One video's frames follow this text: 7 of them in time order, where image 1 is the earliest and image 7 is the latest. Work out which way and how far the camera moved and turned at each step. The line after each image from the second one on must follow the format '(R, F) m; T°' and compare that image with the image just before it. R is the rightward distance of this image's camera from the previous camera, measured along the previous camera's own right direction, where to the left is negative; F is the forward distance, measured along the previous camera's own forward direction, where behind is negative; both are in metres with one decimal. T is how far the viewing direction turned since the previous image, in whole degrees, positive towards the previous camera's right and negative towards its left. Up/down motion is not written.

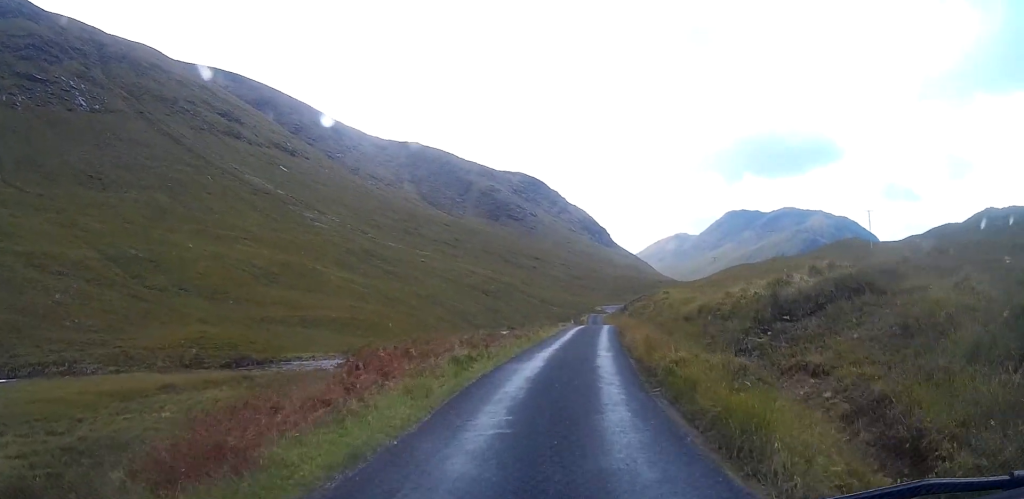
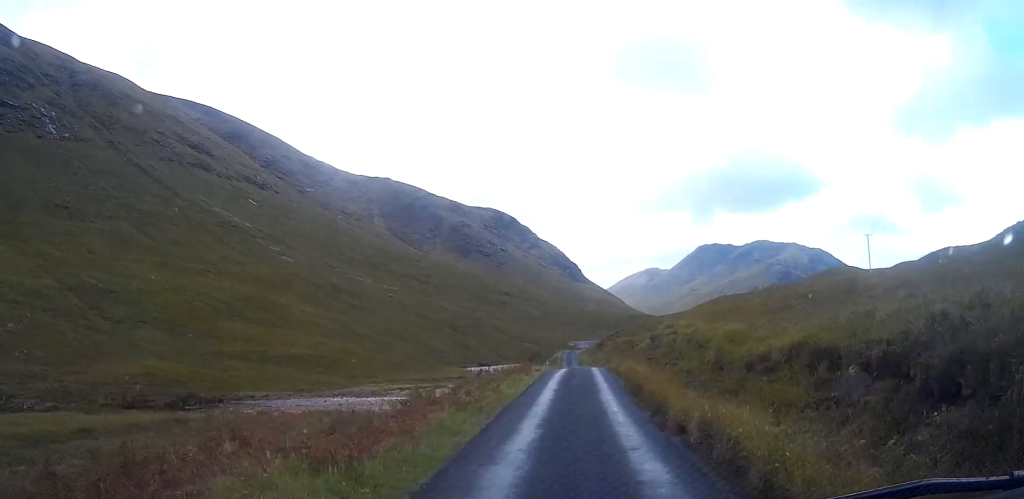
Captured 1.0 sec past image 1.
(+0.1, +10.9) m; +3°
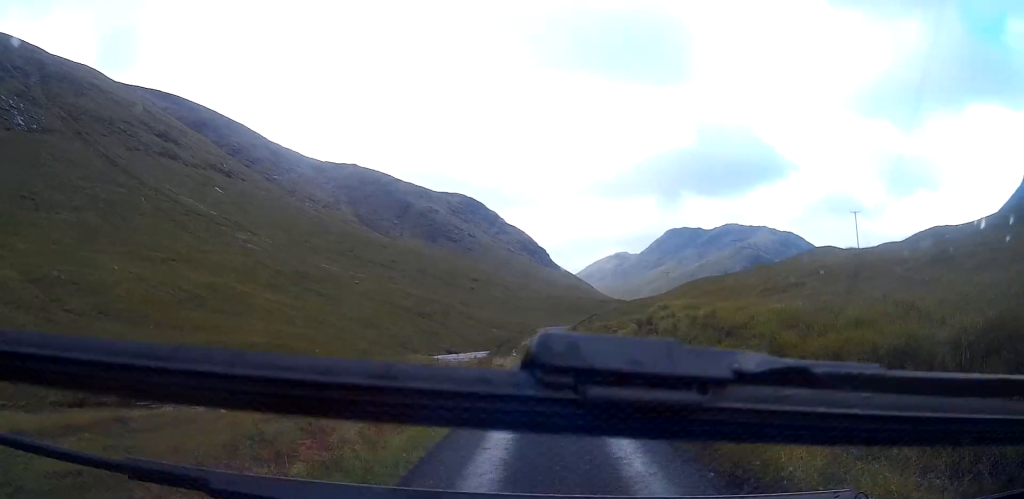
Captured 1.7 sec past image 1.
(+0.2, +6.9) m; +1°
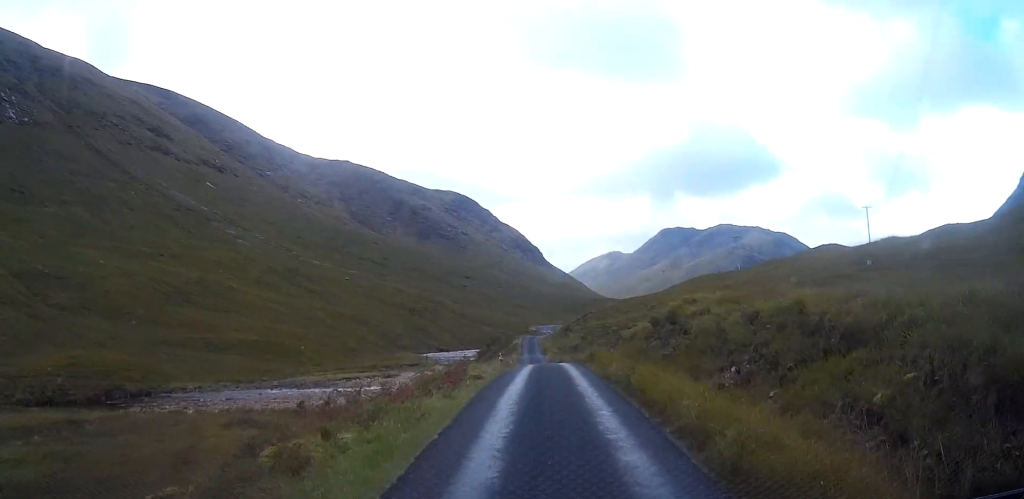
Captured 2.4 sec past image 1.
(0.0, +6.8) m; +1°
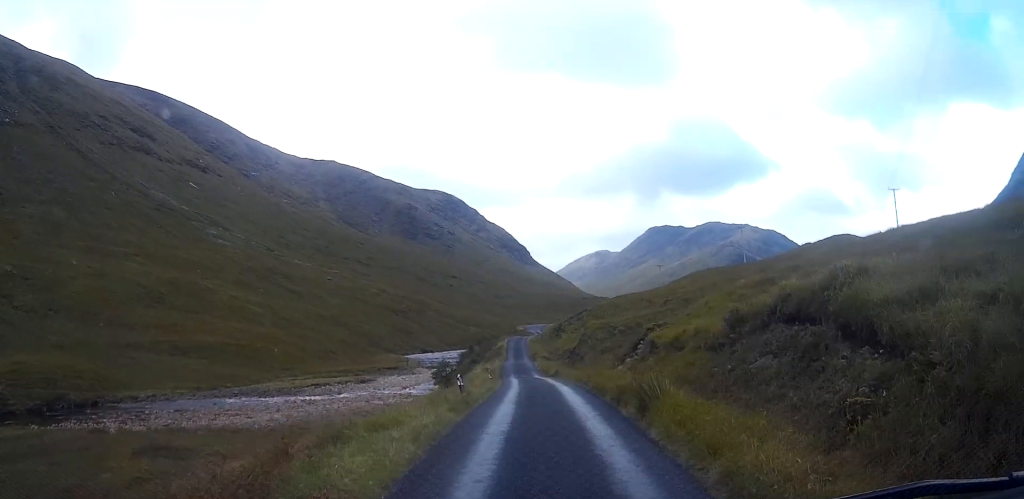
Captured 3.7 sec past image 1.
(+0.1, +13.3) m; +1°
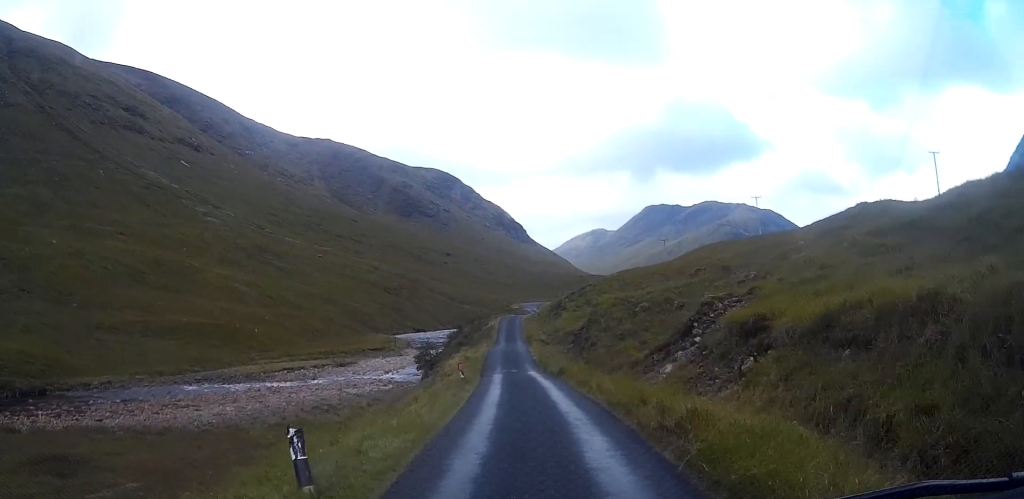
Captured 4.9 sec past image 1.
(+0.1, +12.8) m; 0°
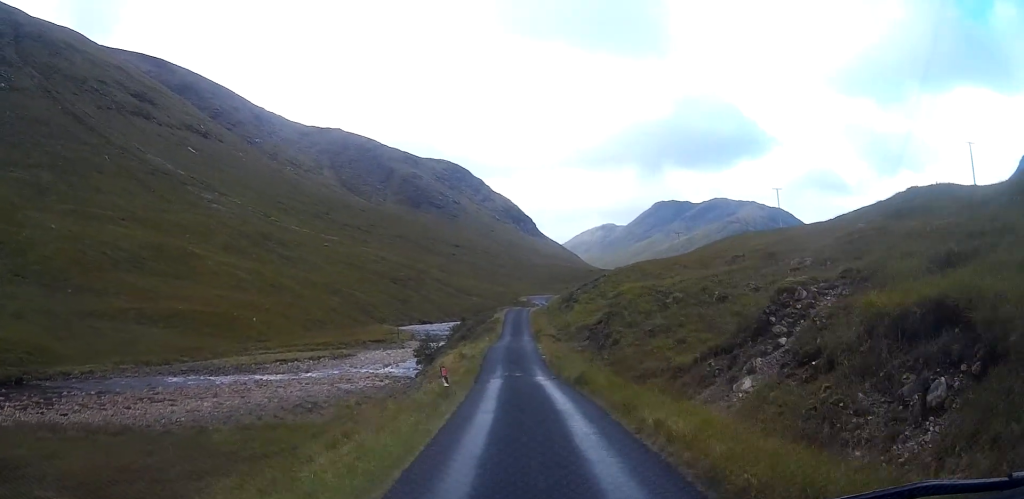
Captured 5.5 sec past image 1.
(0.0, +6.8) m; -1°
